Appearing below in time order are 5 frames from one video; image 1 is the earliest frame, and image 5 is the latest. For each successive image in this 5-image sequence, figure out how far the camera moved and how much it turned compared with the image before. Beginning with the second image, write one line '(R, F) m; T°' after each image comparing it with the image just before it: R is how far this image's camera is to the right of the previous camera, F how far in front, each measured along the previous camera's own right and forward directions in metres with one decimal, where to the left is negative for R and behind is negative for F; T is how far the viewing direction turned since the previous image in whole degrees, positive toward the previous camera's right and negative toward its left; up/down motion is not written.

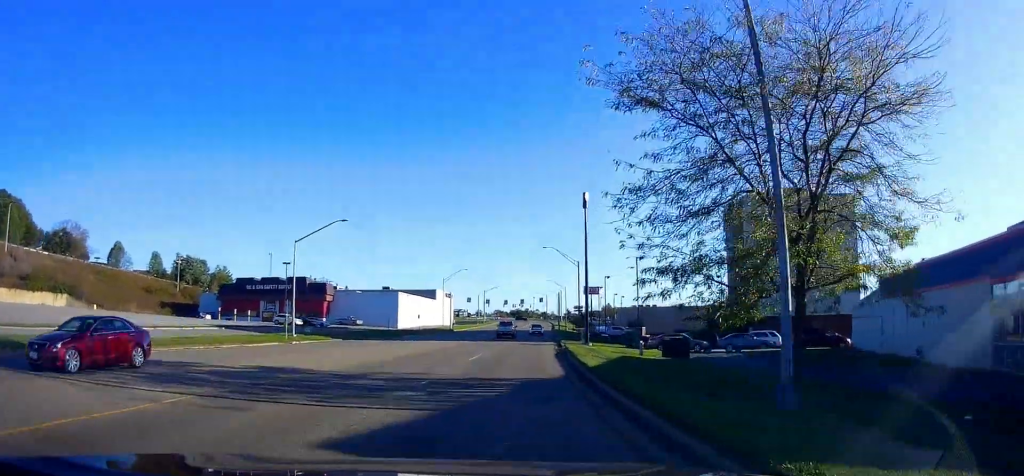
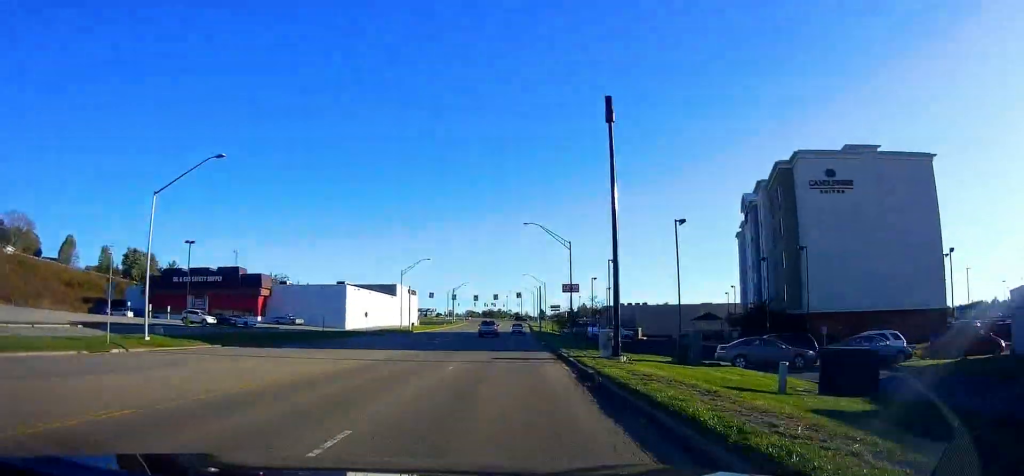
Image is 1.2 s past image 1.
(+0.7, +19.1) m; +5°
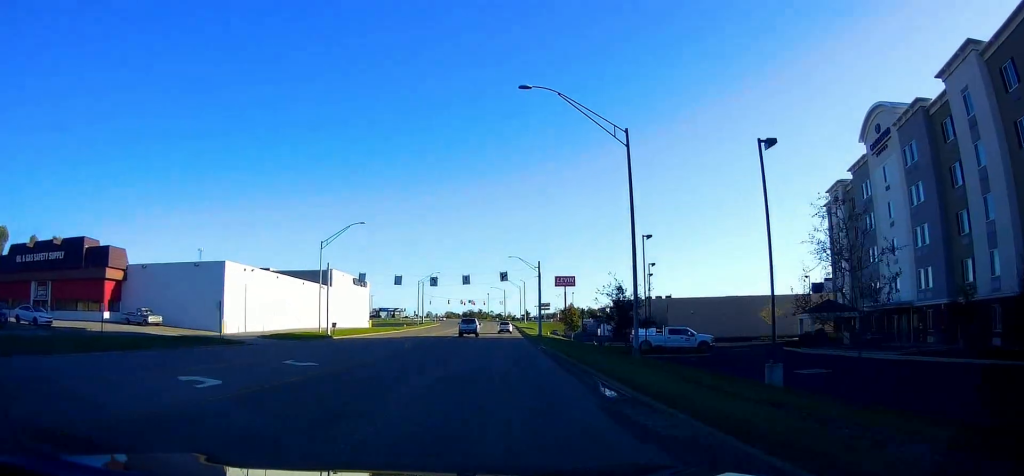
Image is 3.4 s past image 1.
(+1.3, +36.1) m; +2°
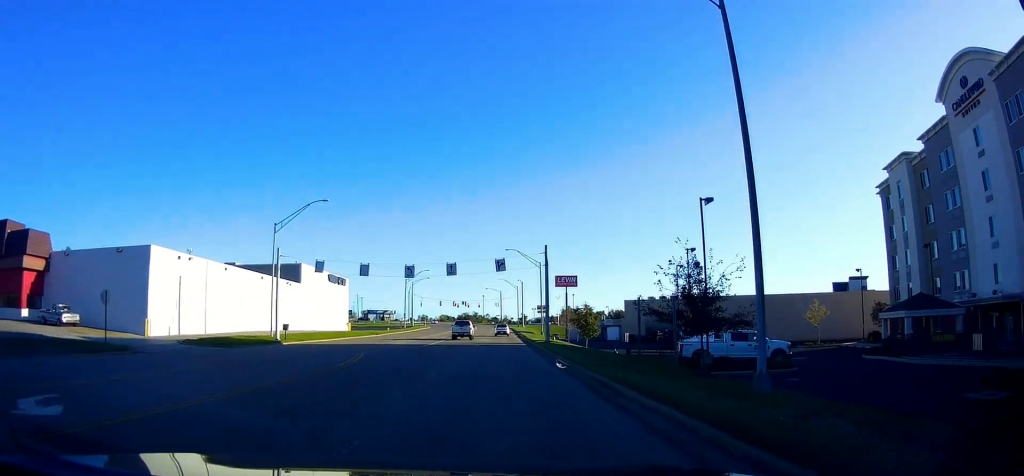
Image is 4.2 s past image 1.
(+0.1, +12.8) m; +1°
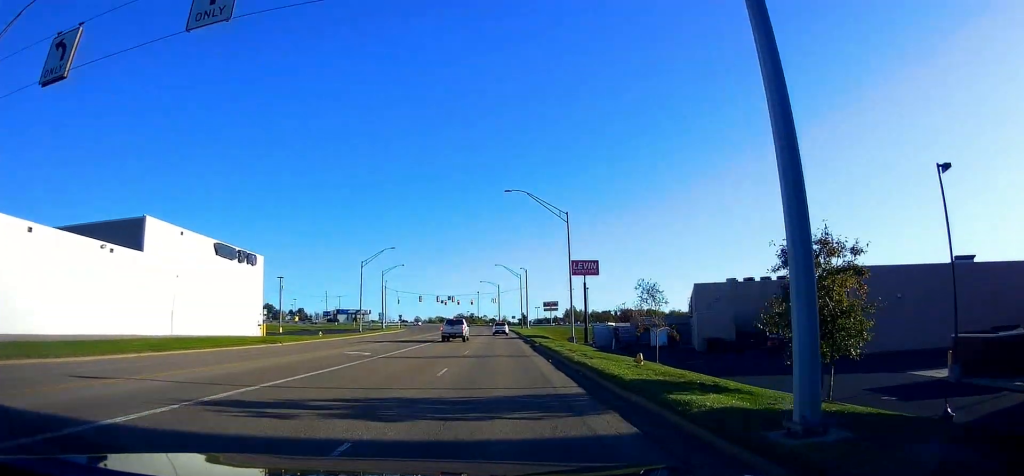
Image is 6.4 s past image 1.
(+0.8, +36.6) m; 0°
